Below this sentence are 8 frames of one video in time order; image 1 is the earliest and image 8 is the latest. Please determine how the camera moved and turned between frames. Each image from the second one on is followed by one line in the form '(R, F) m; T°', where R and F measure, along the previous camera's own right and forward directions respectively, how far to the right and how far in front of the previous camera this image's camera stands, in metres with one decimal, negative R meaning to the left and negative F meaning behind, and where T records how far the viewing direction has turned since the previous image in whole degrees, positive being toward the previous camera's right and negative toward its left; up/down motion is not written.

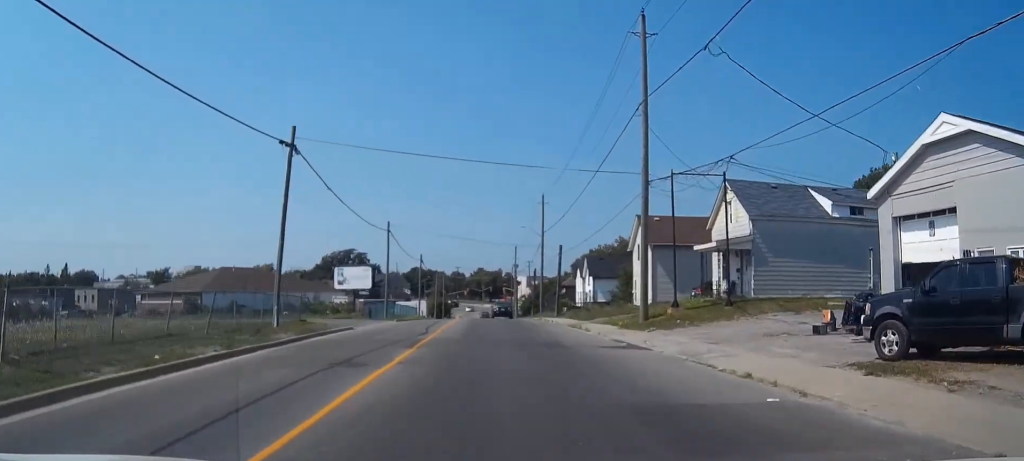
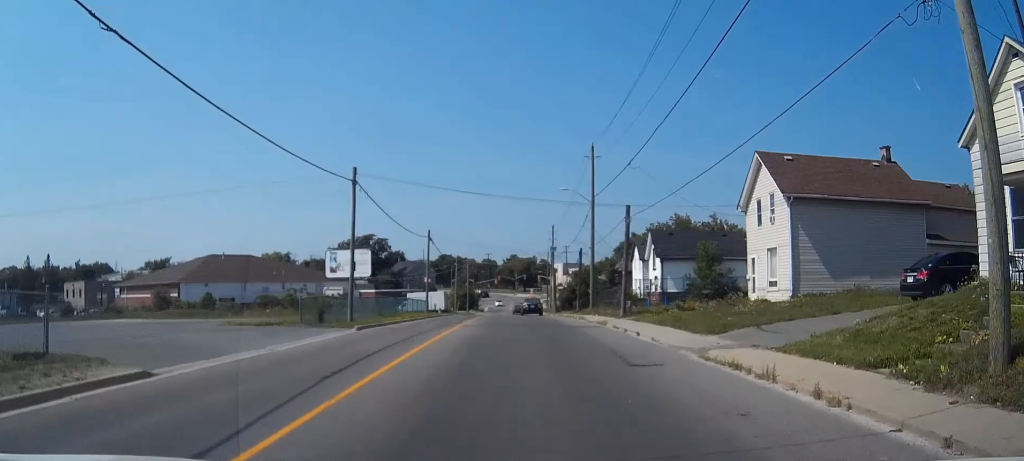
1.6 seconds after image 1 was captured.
(0.0, +20.3) m; 0°
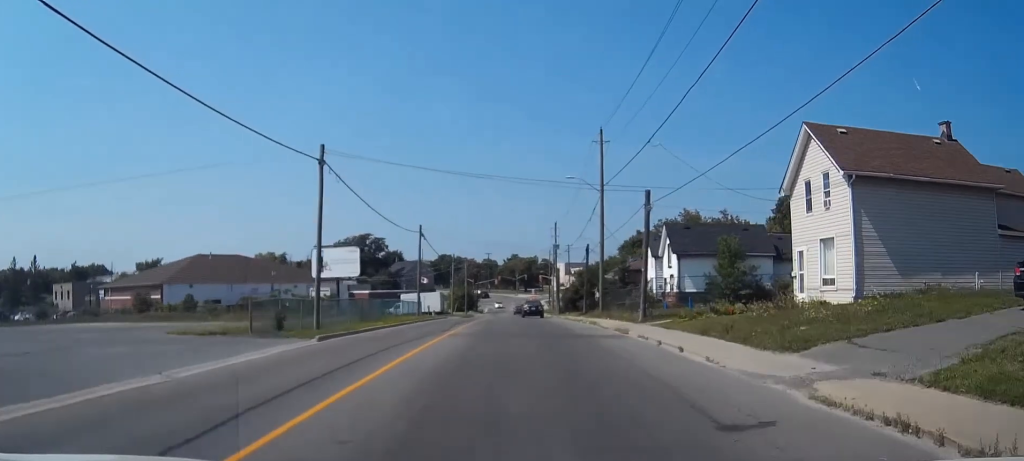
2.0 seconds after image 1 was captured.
(0.0, +5.6) m; 0°
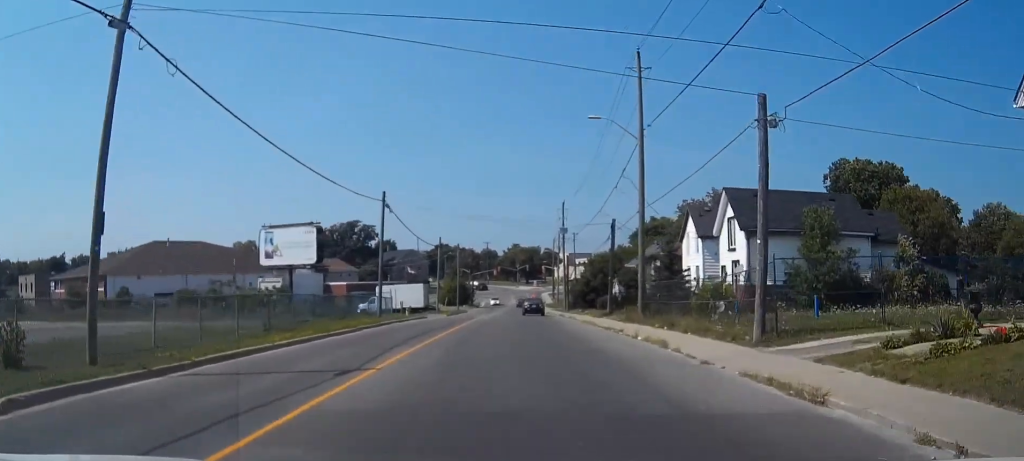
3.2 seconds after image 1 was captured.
(0.0, +15.2) m; 0°
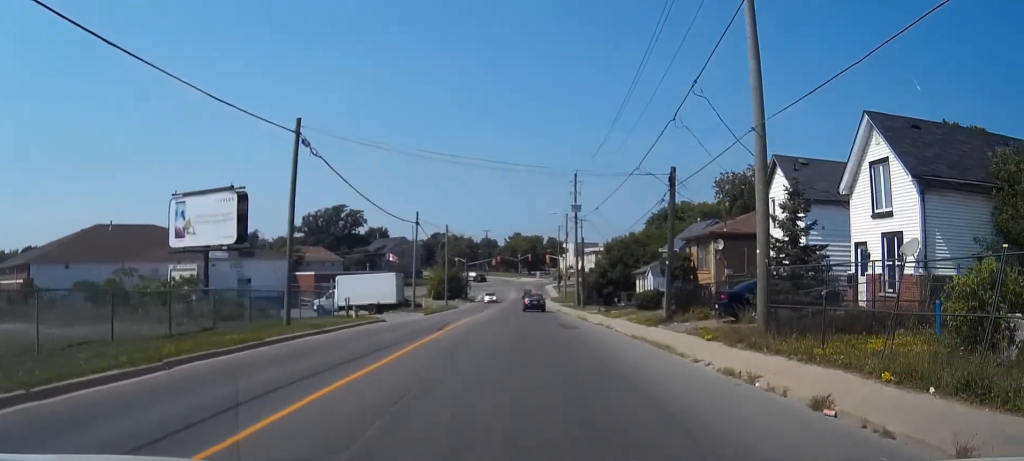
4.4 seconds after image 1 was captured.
(0.0, +16.1) m; 0°
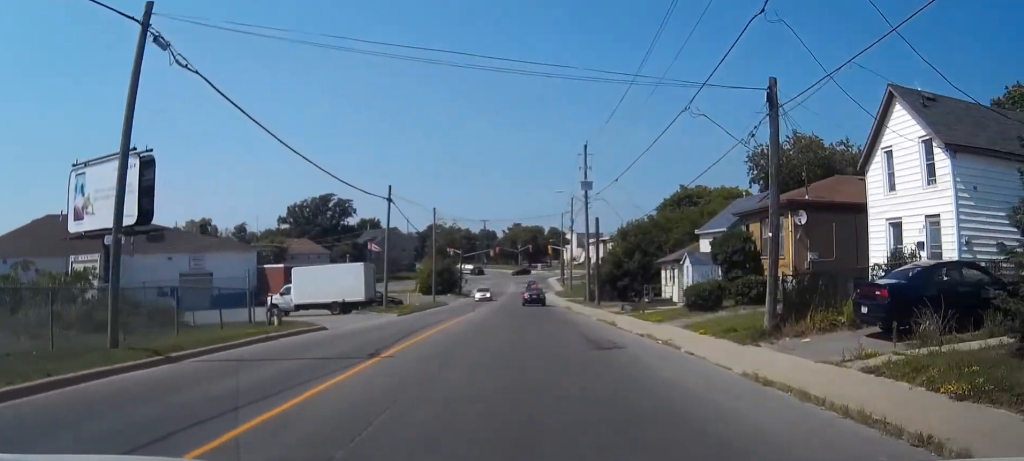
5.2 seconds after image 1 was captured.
(0.0, +10.9) m; 0°
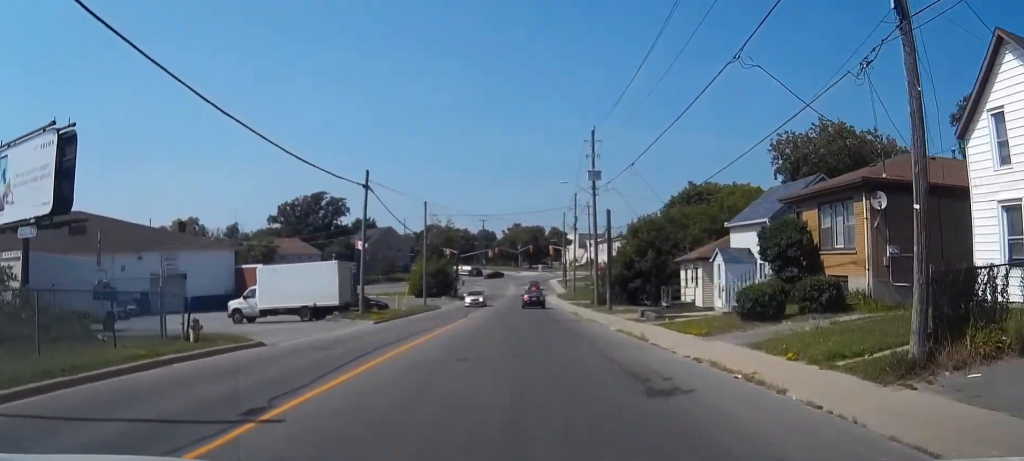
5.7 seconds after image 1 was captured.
(0.0, +6.1) m; 0°
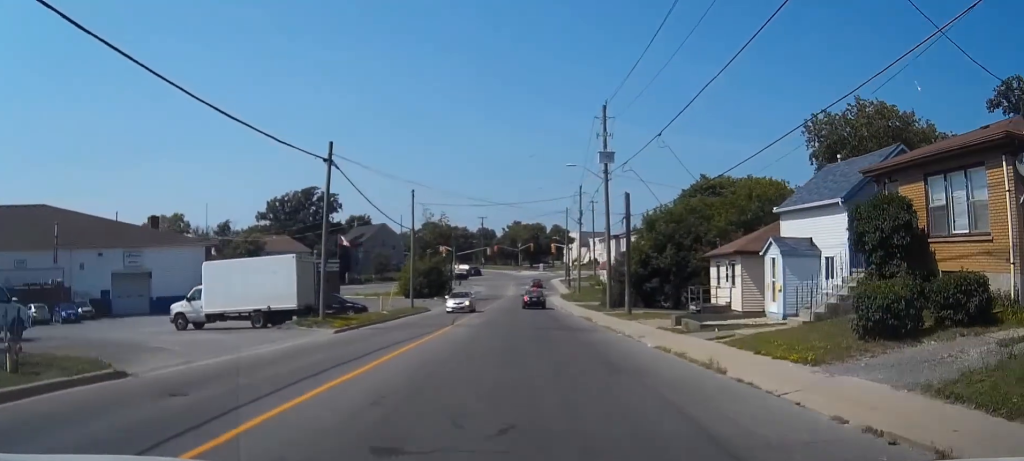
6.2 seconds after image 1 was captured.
(0.0, +7.0) m; 0°
